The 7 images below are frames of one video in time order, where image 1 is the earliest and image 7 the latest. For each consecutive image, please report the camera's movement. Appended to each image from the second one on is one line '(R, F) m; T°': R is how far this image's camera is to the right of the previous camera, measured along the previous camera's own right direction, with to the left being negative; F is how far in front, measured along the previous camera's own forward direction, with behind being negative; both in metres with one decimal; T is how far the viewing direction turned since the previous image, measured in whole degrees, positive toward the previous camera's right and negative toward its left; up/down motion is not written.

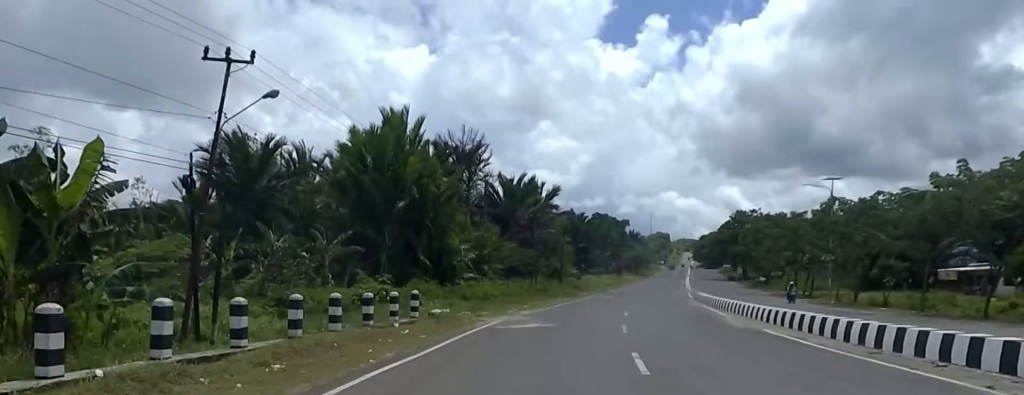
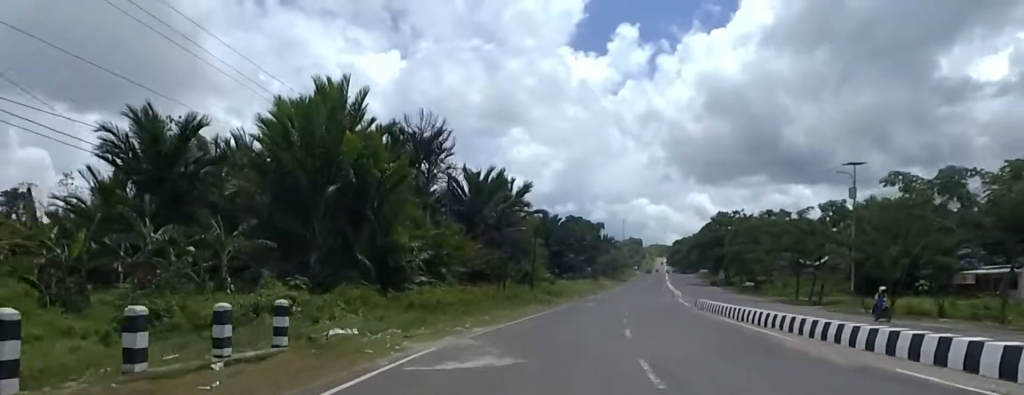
(+1.3, +8.5) m; +6°
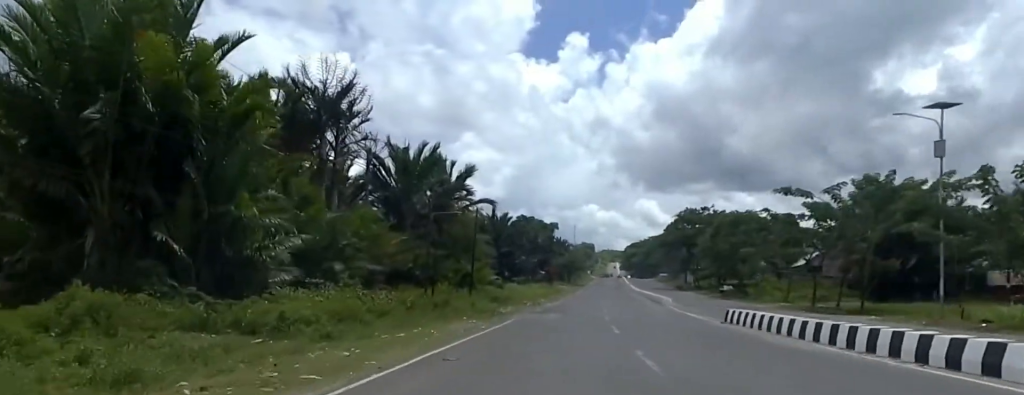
(+0.7, +15.0) m; -3°
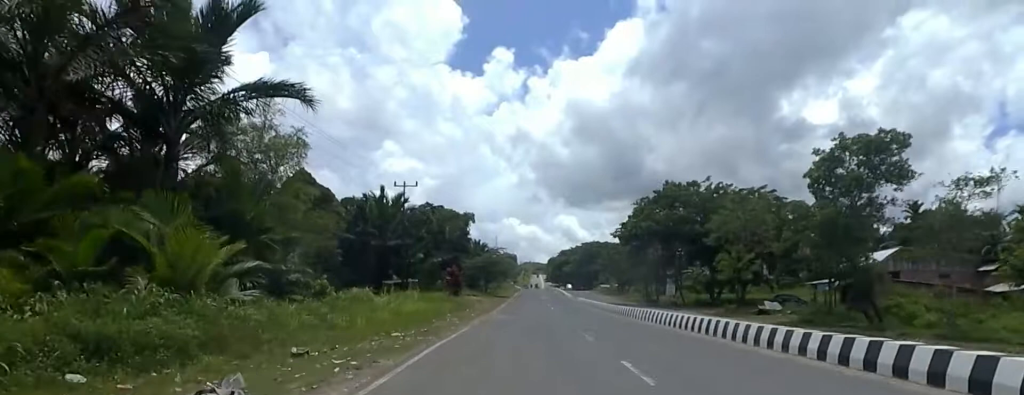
(+1.5, +41.5) m; +7°
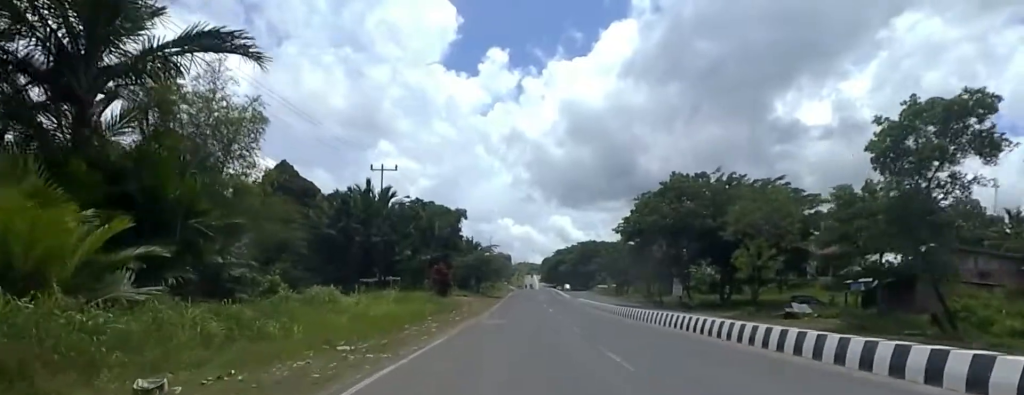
(0.0, +5.8) m; +1°
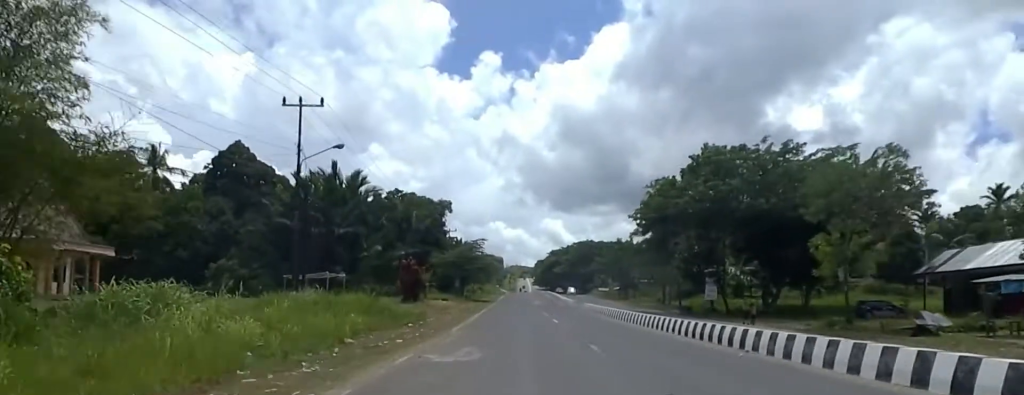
(+0.3, +14.3) m; +5°
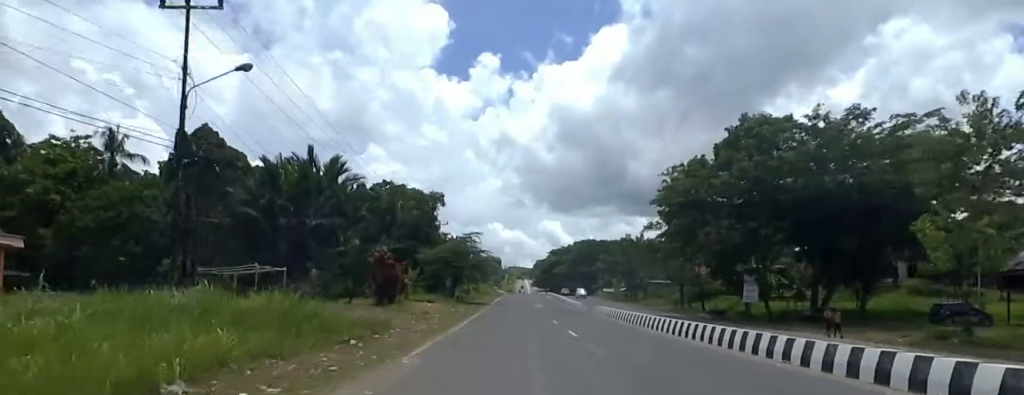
(+0.5, +9.2) m; 0°
